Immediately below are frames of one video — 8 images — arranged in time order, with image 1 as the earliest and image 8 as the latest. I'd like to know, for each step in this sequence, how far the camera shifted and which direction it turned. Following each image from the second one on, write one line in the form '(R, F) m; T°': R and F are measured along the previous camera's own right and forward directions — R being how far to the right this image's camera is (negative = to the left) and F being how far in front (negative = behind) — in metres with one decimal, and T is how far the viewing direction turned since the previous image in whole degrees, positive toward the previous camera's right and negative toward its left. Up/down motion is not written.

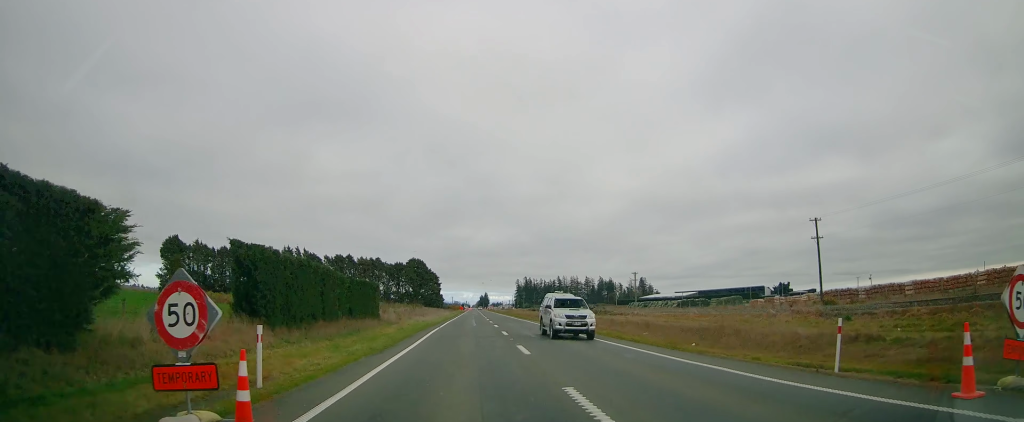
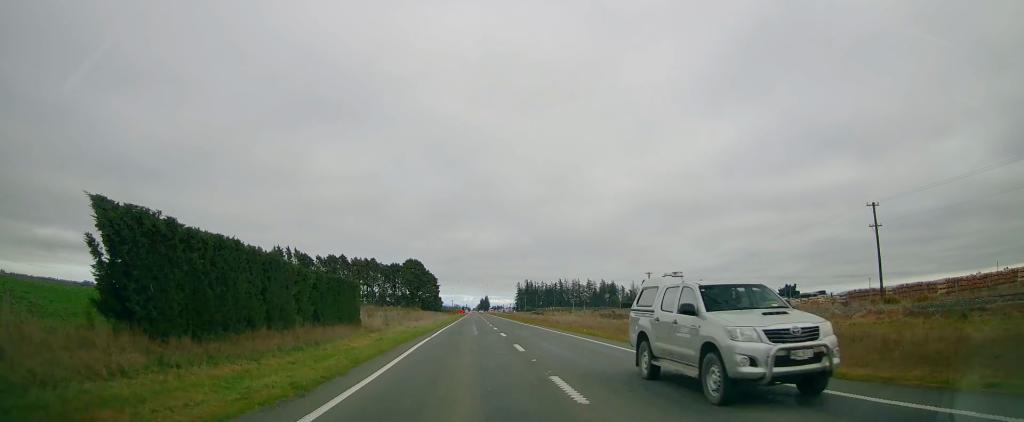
(0.0, +7.7) m; 0°
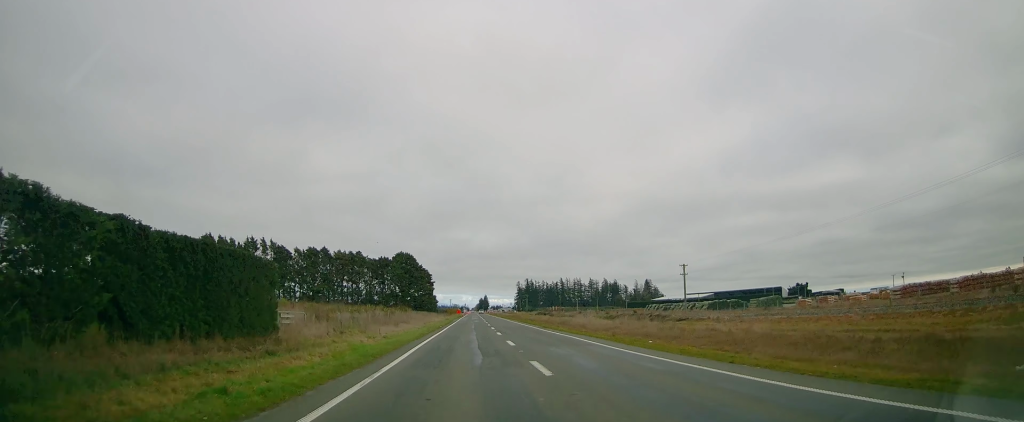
(0.0, +15.8) m; 0°
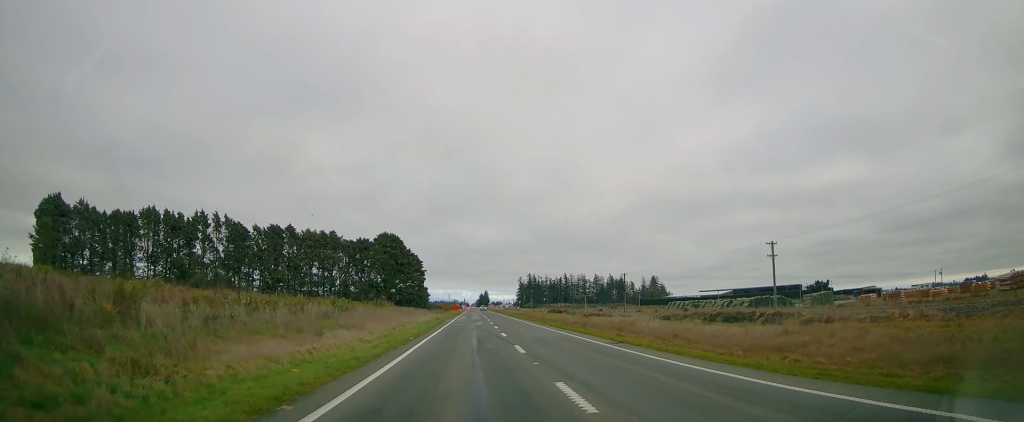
(0.0, +23.6) m; 0°
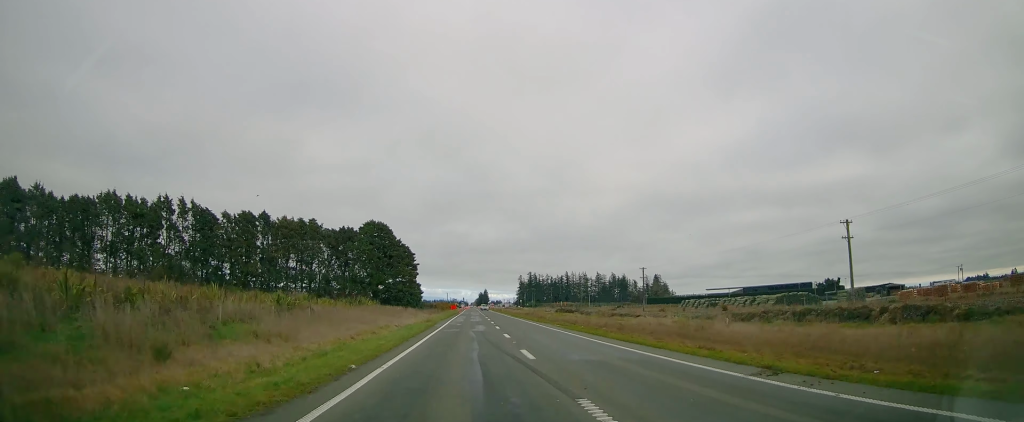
(0.0, +12.3) m; 0°
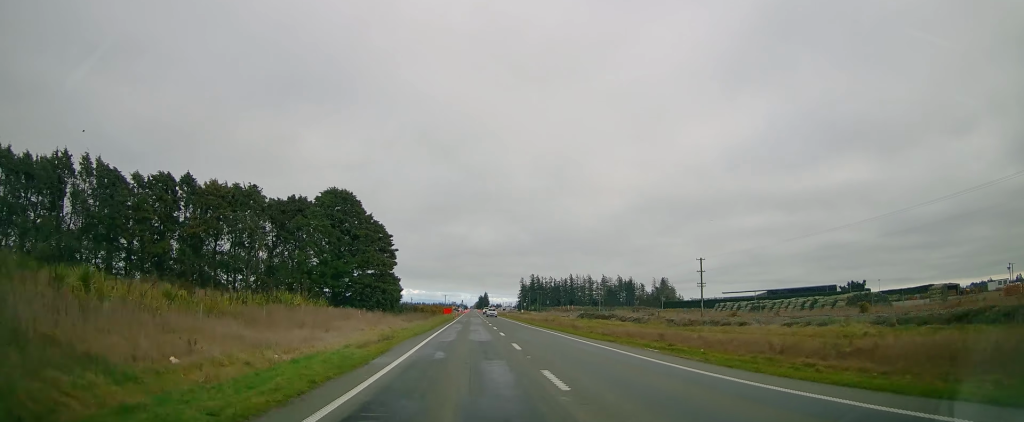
(0.0, +25.8) m; 0°
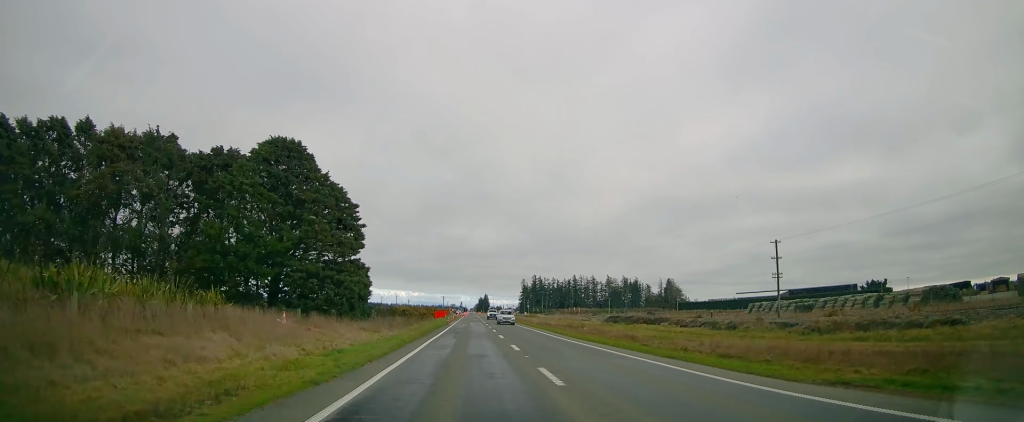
(0.0, +19.5) m; -2°
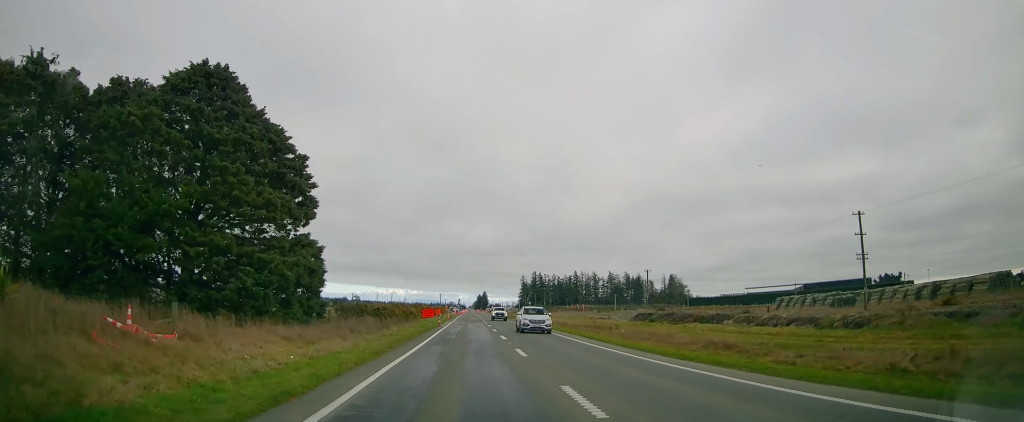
(-0.3, +13.7) m; +1°
